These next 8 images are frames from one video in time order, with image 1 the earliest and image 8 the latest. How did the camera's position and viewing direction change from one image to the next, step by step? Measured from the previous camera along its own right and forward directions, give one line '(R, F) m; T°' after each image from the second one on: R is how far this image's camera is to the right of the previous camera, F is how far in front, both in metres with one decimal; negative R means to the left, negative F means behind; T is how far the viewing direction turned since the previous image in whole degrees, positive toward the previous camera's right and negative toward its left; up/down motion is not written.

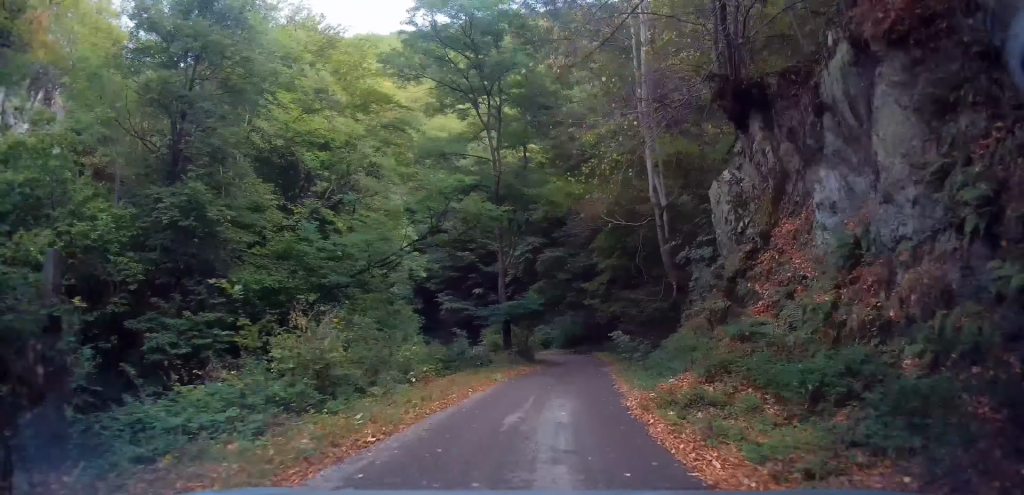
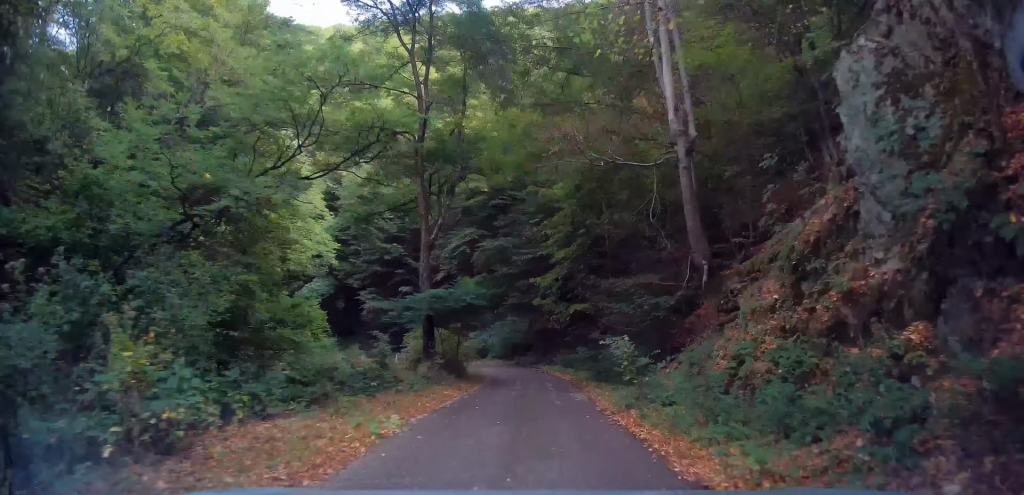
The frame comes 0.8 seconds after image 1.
(+0.2, +7.4) m; 0°
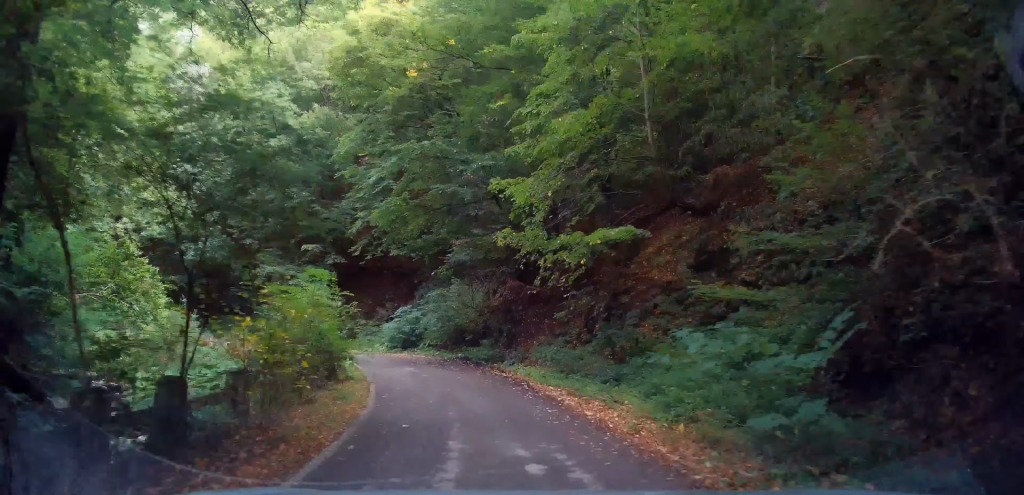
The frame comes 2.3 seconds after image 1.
(-0.2, +13.8) m; 0°
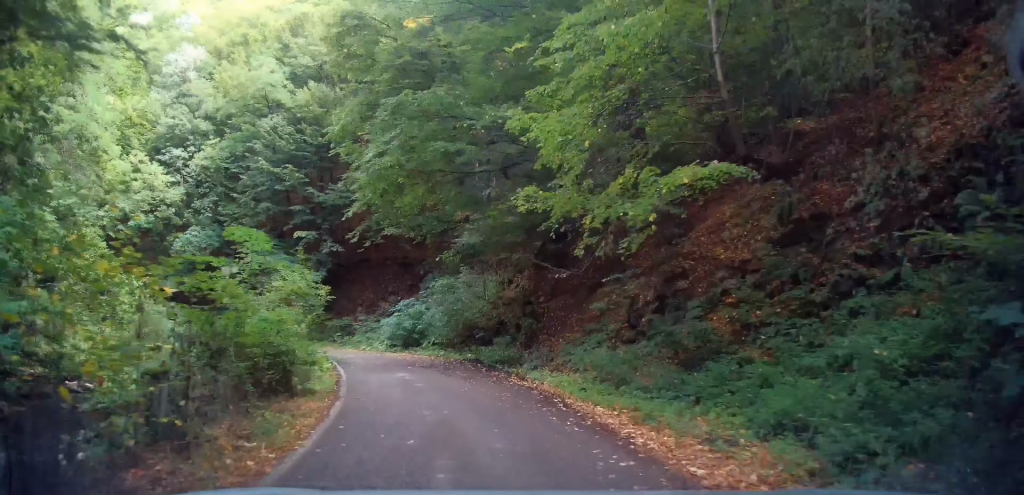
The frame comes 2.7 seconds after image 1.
(0.0, +3.5) m; +1°
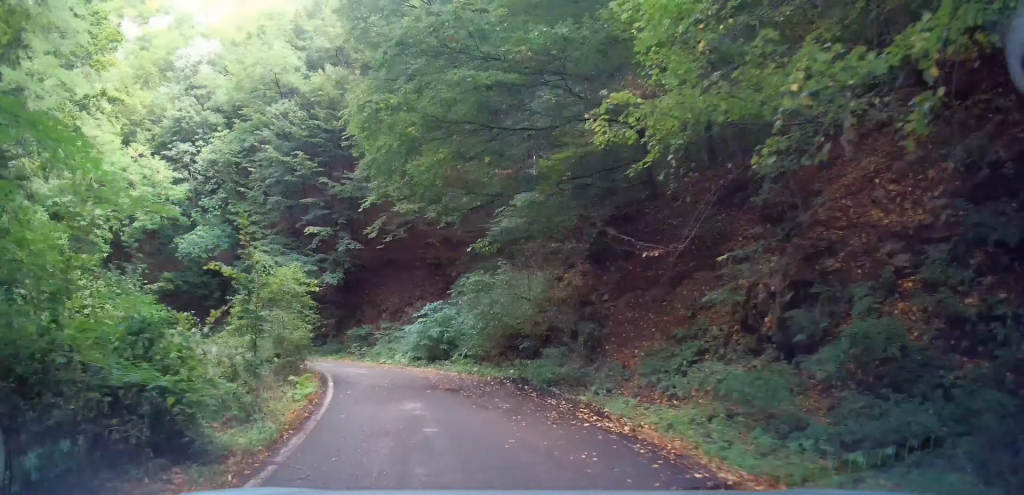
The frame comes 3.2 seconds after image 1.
(0.0, +4.4) m; 0°
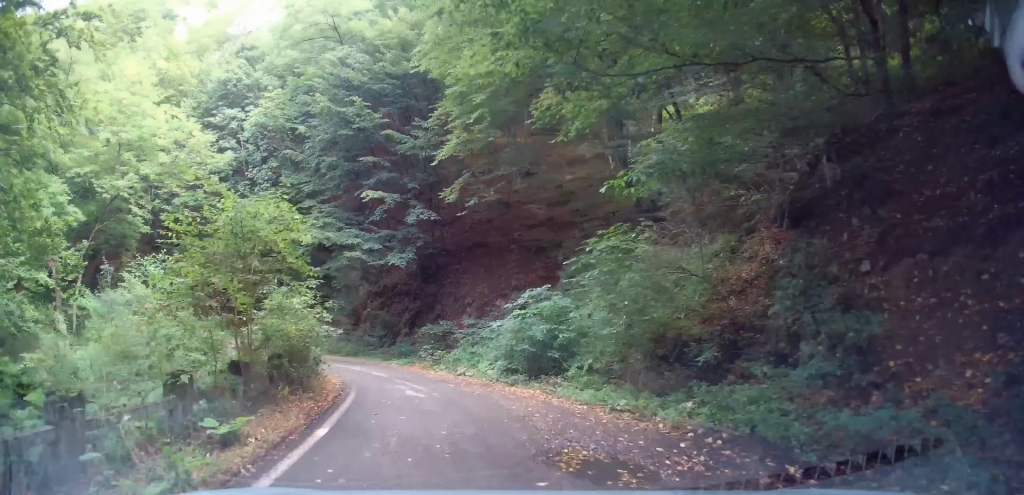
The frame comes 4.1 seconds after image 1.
(+0.1, +7.5) m; -3°
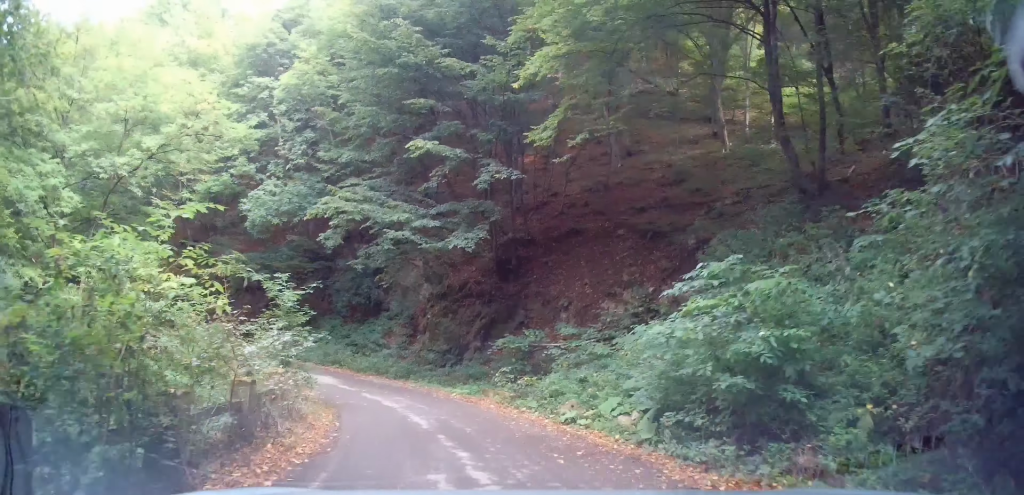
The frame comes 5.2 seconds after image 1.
(-0.7, +8.4) m; -13°
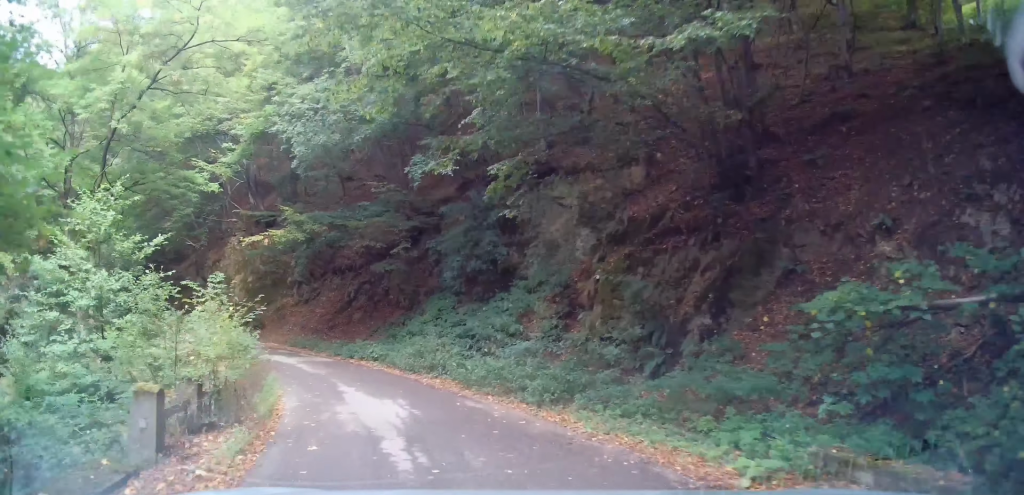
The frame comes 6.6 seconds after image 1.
(-2.1, +11.5) m; -21°
